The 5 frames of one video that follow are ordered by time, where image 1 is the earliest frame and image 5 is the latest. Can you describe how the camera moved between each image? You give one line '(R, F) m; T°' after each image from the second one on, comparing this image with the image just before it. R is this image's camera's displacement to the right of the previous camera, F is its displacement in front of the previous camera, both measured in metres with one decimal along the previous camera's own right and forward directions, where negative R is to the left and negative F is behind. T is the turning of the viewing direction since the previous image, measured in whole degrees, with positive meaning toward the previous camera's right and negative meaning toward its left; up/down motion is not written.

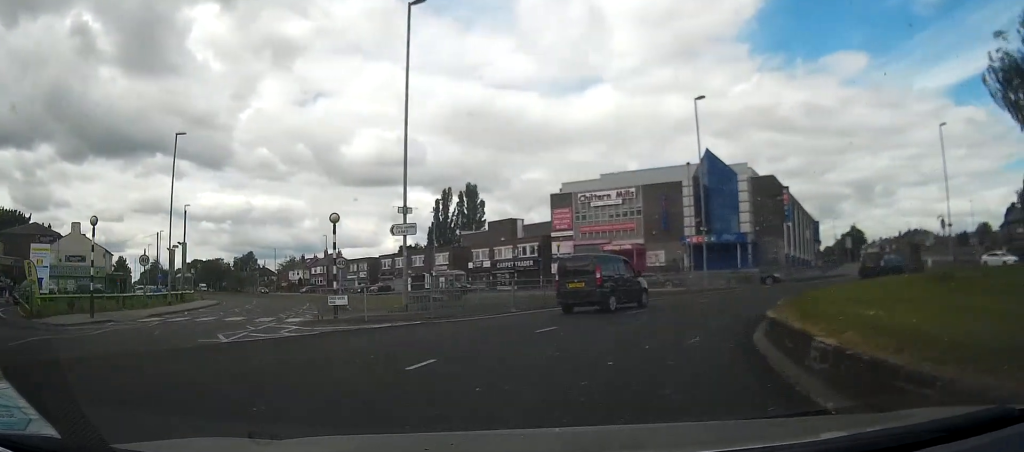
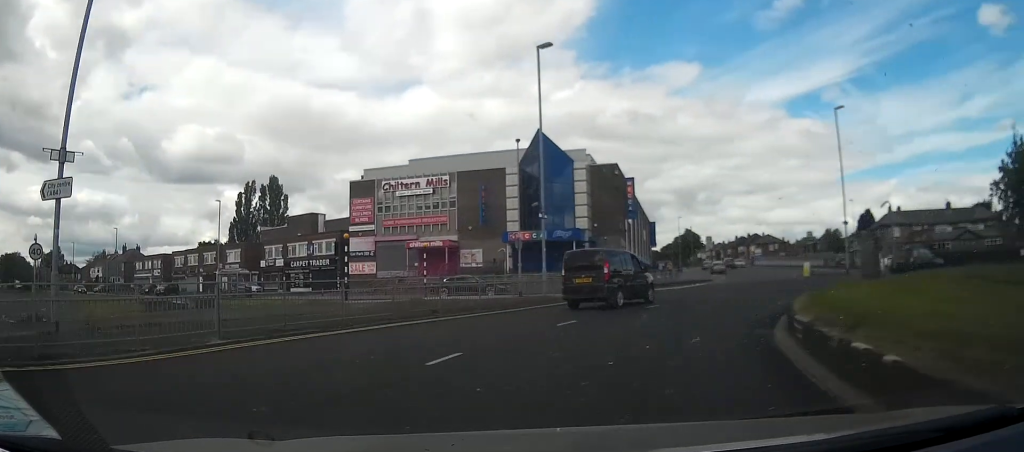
(+1.2, +10.3) m; +14°
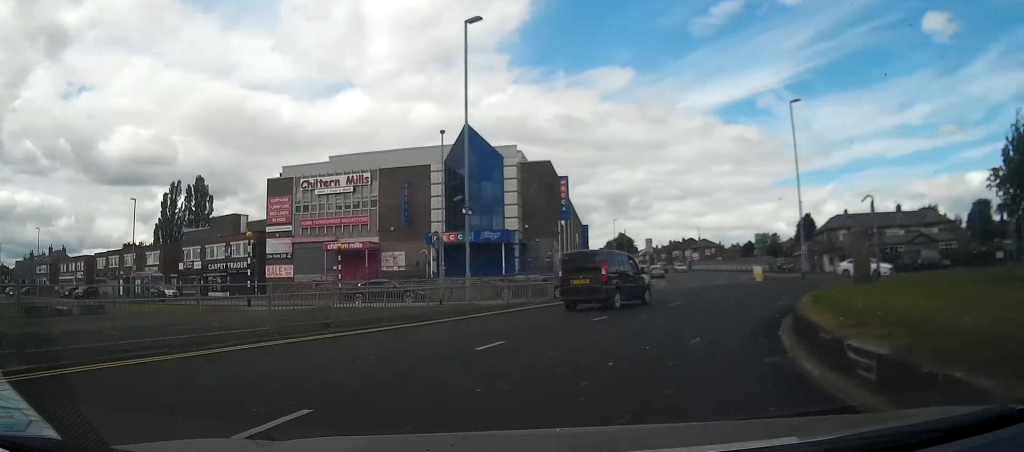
(+0.1, +3.6) m; +6°
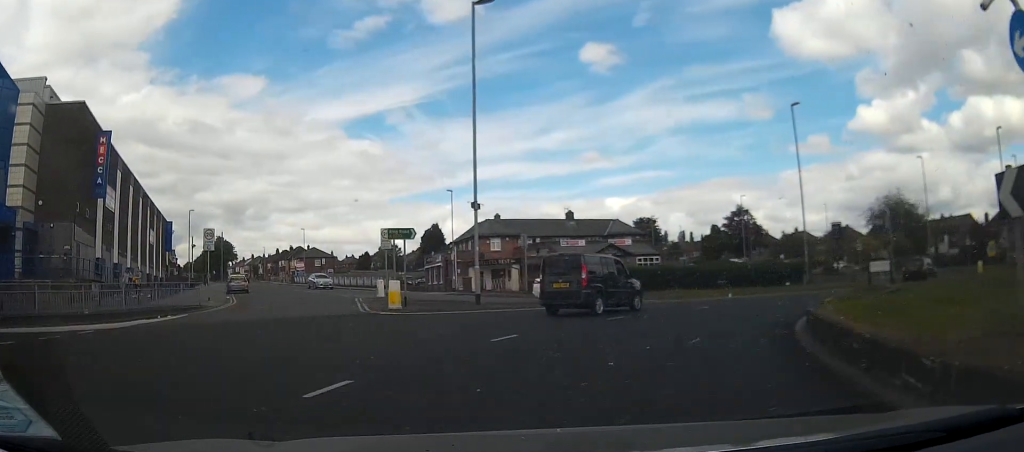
(+7.0, +15.1) m; +56°
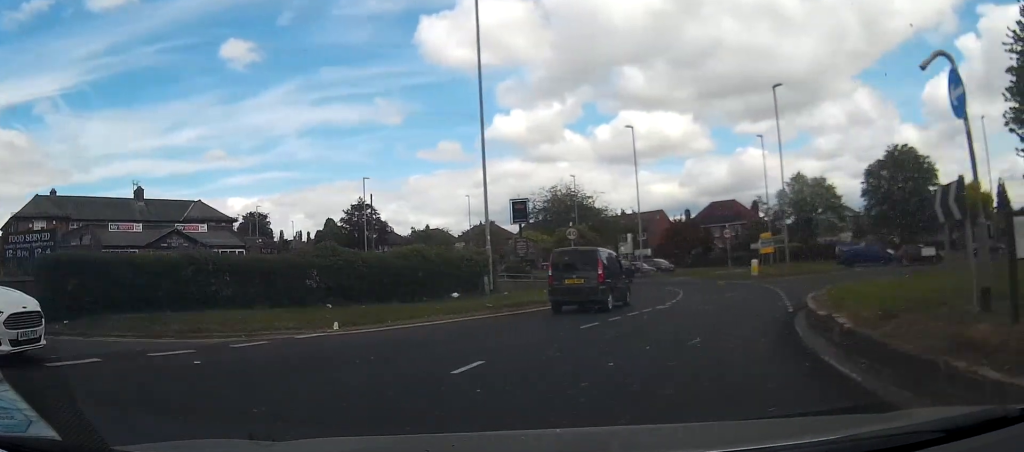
(+5.7, +17.1) m; +26°
